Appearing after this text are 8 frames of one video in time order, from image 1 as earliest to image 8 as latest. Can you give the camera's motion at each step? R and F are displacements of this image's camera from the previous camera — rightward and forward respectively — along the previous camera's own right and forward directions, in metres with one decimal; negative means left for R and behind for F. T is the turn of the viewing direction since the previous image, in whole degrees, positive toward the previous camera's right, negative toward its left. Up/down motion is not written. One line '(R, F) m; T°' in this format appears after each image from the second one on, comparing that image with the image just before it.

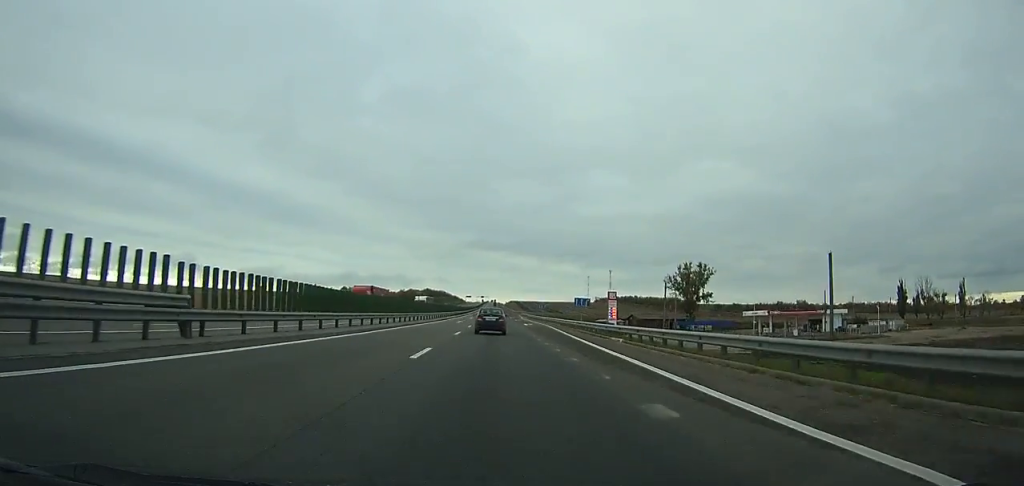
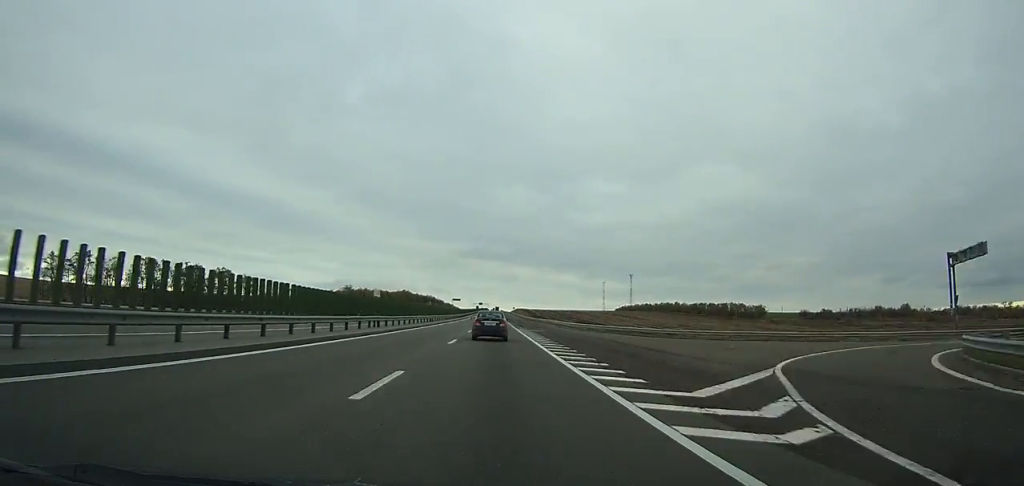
(0.0, +174.8) m; 0°
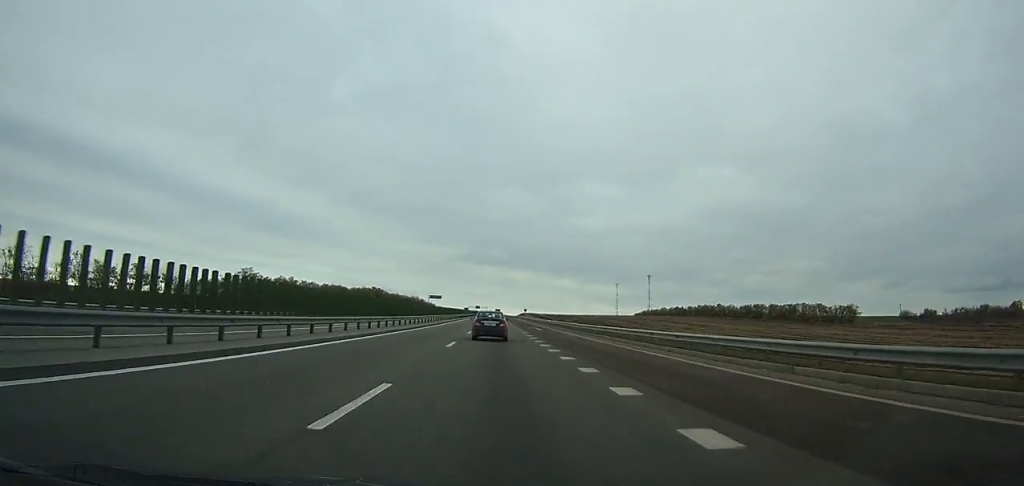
(+0.1, +116.4) m; 0°
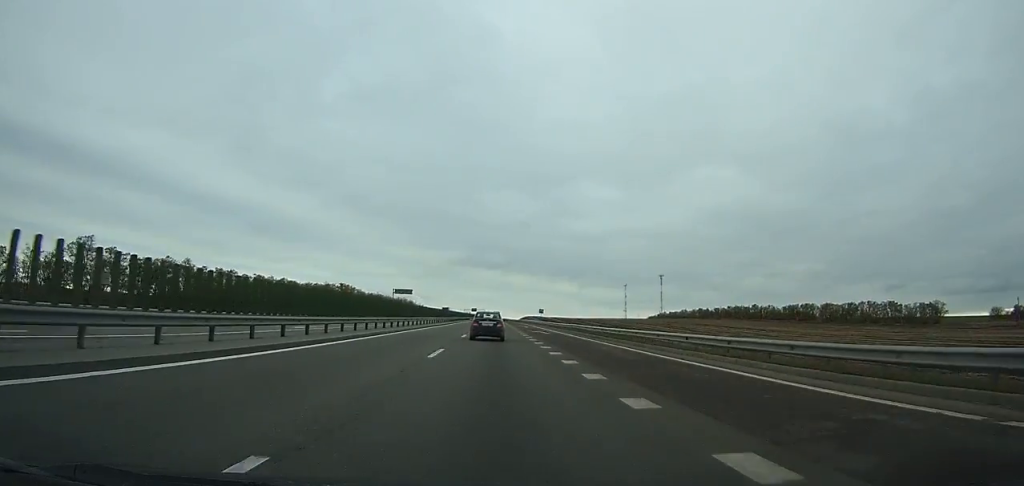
(-0.1, +71.4) m; 0°
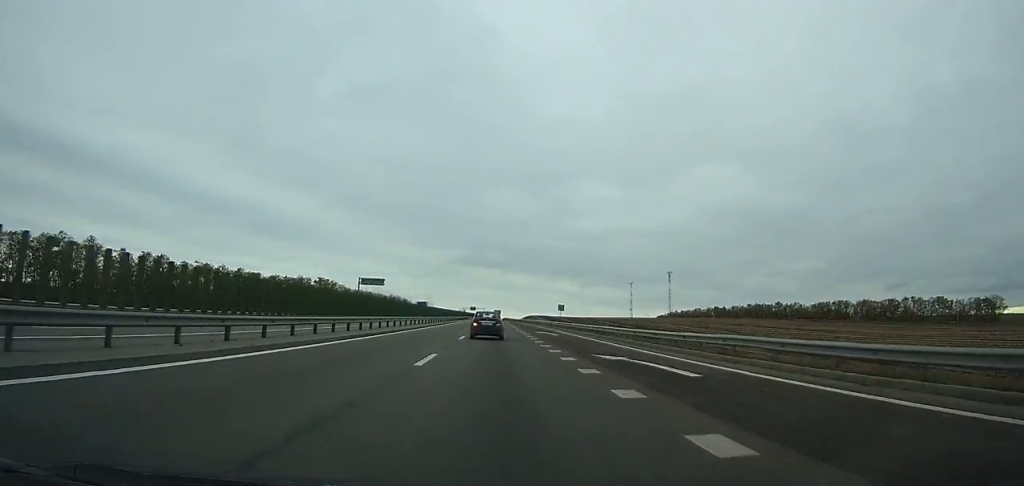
(-0.1, +36.8) m; 0°
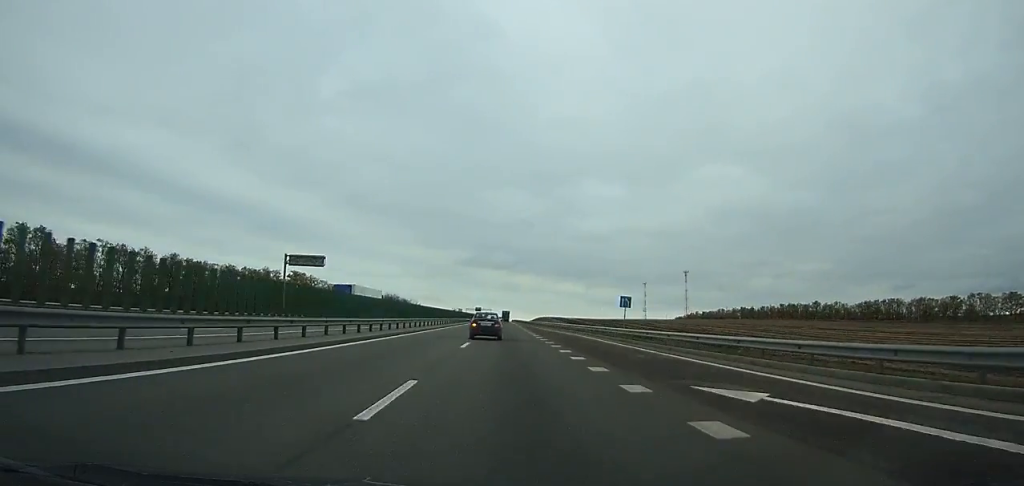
(-0.1, +40.2) m; 0°
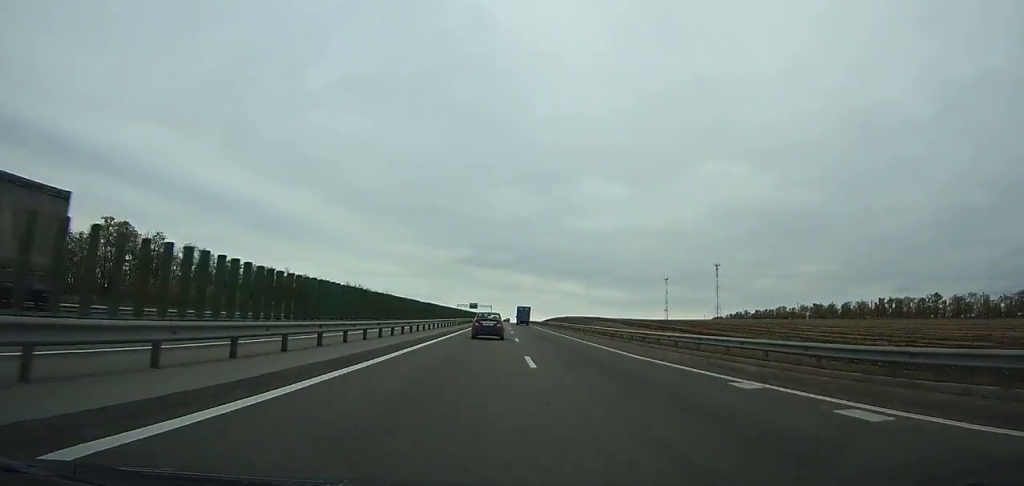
(-0.4, +105.2) m; 0°
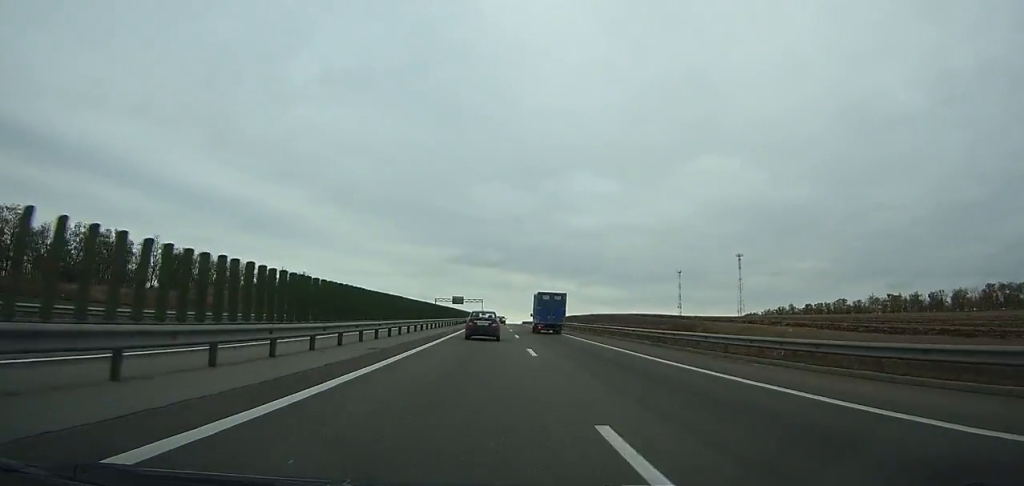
(+0.2, +74.8) m; 0°
